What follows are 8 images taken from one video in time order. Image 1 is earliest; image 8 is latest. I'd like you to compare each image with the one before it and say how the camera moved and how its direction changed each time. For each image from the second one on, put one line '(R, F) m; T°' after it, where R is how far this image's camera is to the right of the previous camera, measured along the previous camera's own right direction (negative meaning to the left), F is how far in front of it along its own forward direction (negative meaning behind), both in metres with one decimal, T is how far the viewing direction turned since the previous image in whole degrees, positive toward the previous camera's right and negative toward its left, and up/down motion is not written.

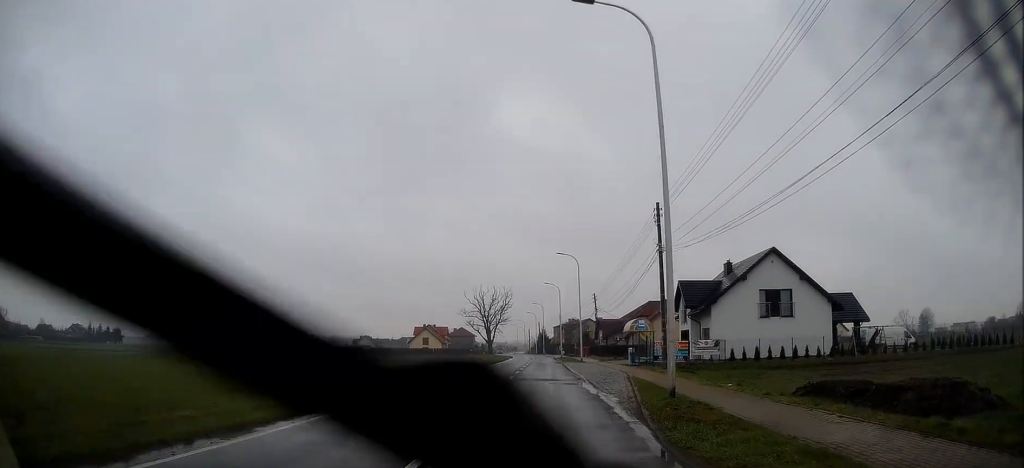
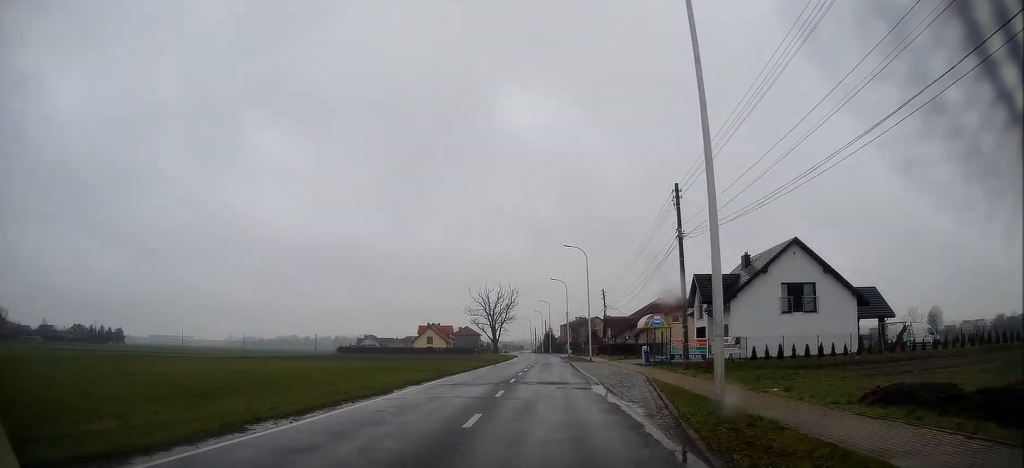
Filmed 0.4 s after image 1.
(+0.1, +3.2) m; 0°
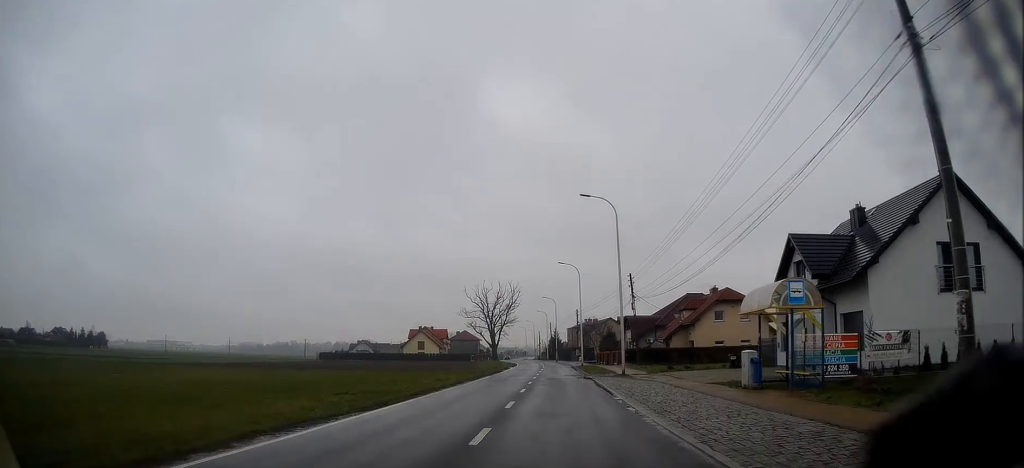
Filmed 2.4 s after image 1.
(-0.4, +18.4) m; -2°
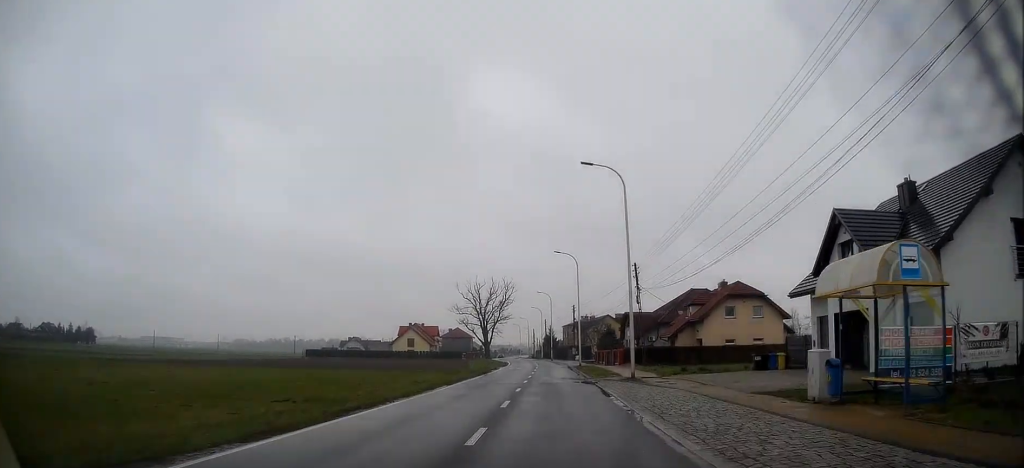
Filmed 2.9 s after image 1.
(0.0, +5.8) m; 0°
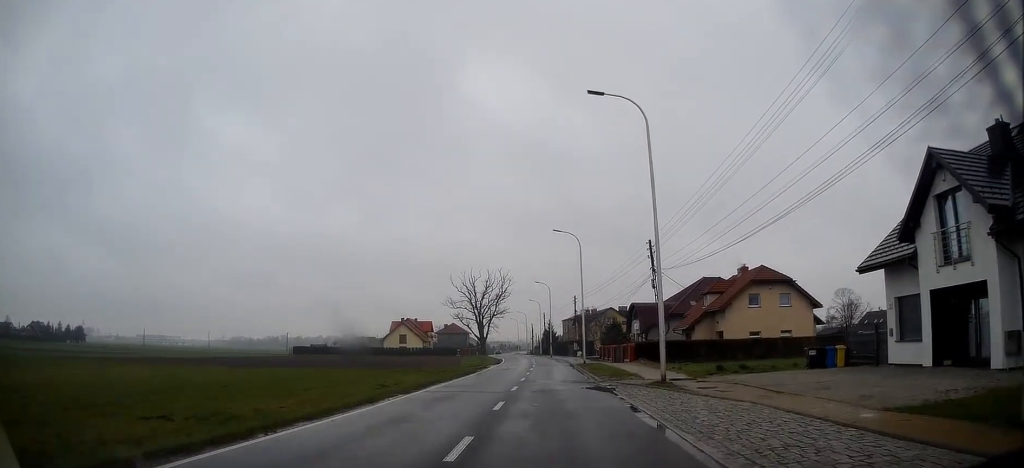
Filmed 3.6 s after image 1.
(0.0, +7.4) m; 0°
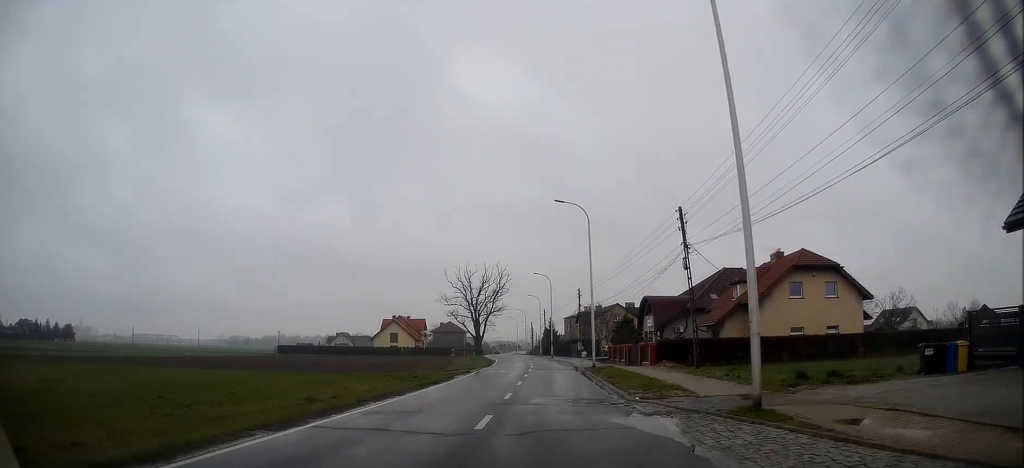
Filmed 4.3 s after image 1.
(0.0, +9.0) m; 0°
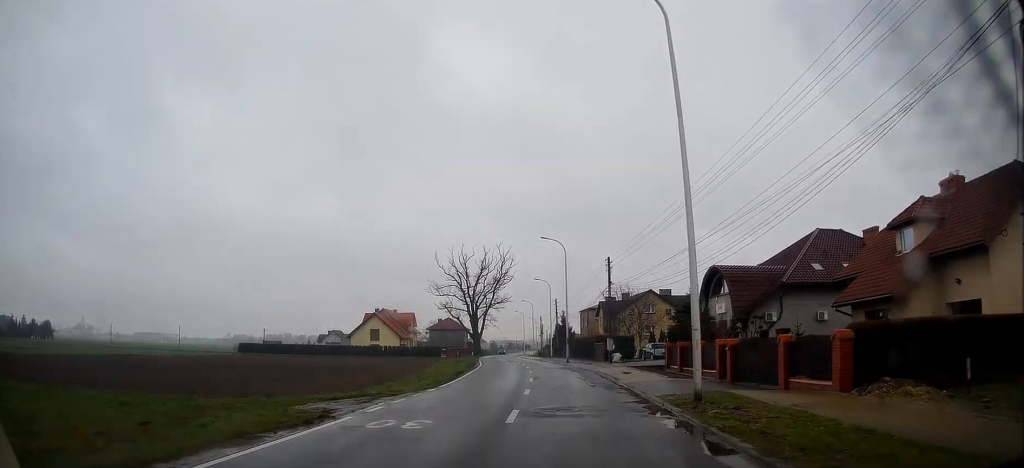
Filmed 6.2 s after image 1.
(0.0, +23.4) m; -1°
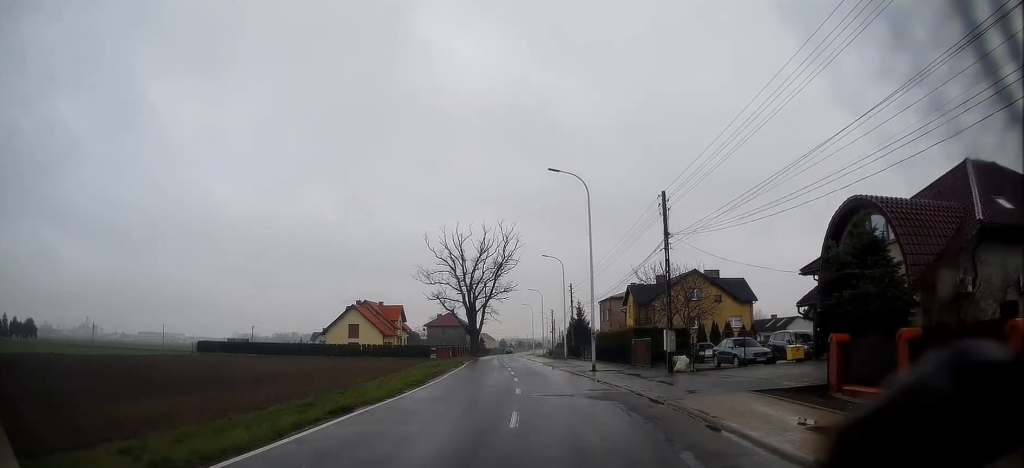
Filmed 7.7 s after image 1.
(-0.1, +19.0) m; -1°
